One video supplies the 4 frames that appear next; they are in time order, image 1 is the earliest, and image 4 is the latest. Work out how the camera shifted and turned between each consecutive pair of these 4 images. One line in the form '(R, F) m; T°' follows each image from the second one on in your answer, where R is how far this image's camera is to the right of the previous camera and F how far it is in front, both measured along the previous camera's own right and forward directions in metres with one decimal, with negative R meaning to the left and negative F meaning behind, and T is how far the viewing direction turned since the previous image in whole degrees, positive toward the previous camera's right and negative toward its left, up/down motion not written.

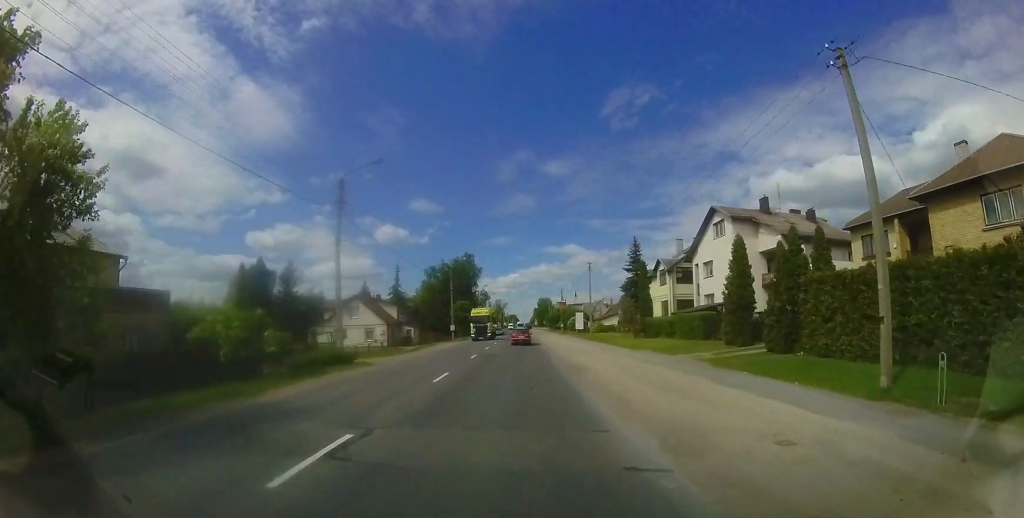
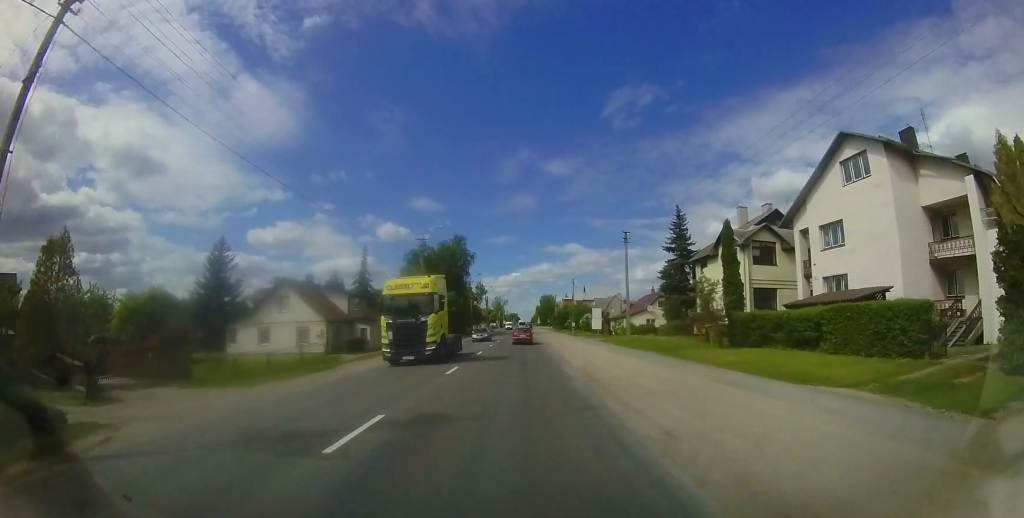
(+0.2, +14.9) m; +1°
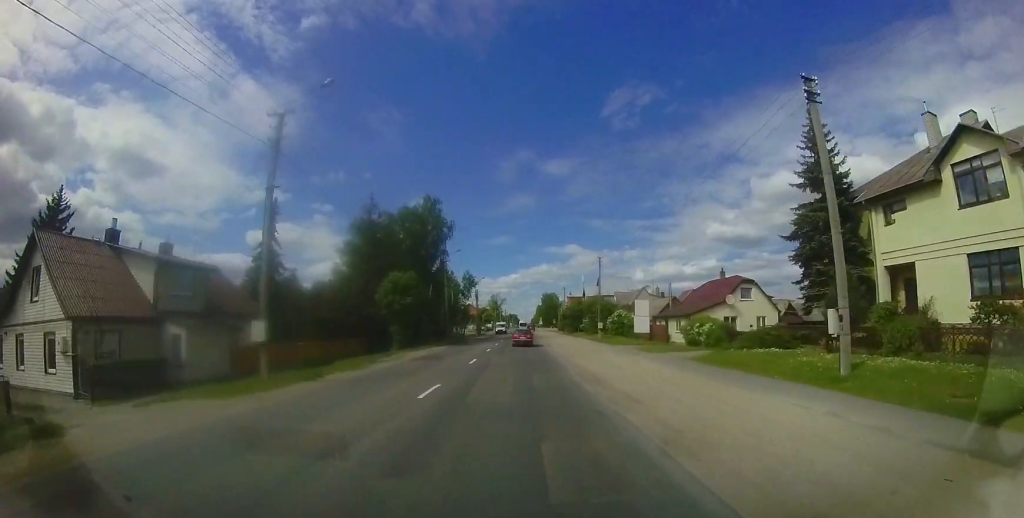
(+0.1, +20.9) m; +1°
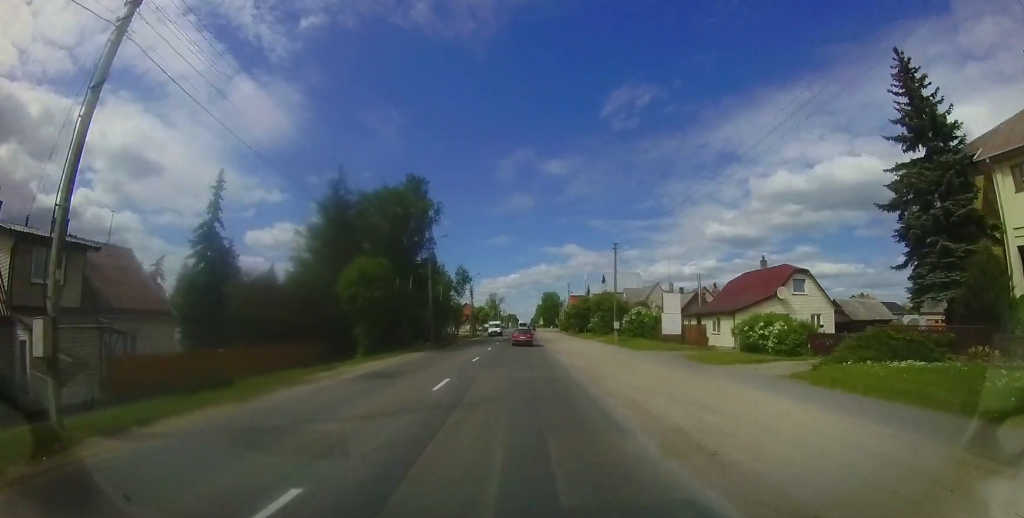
(0.0, +7.0) m; +1°
